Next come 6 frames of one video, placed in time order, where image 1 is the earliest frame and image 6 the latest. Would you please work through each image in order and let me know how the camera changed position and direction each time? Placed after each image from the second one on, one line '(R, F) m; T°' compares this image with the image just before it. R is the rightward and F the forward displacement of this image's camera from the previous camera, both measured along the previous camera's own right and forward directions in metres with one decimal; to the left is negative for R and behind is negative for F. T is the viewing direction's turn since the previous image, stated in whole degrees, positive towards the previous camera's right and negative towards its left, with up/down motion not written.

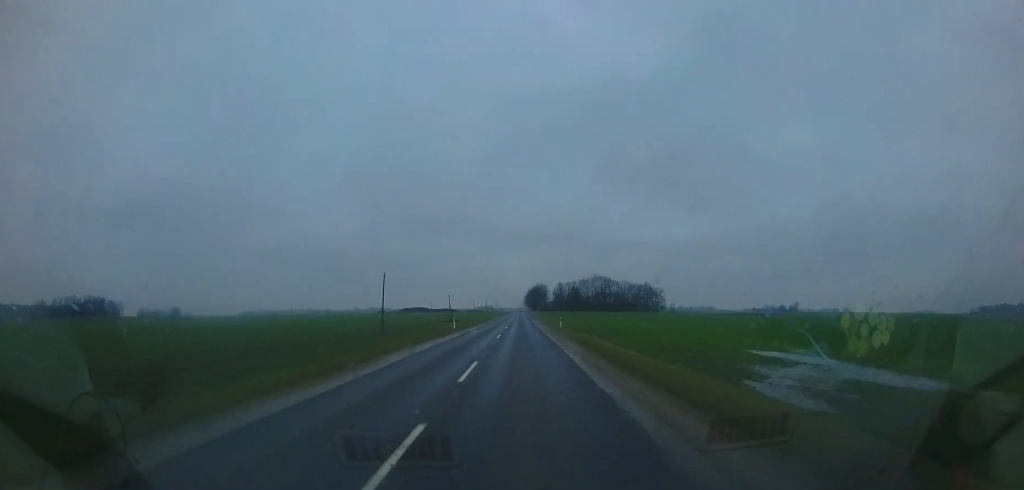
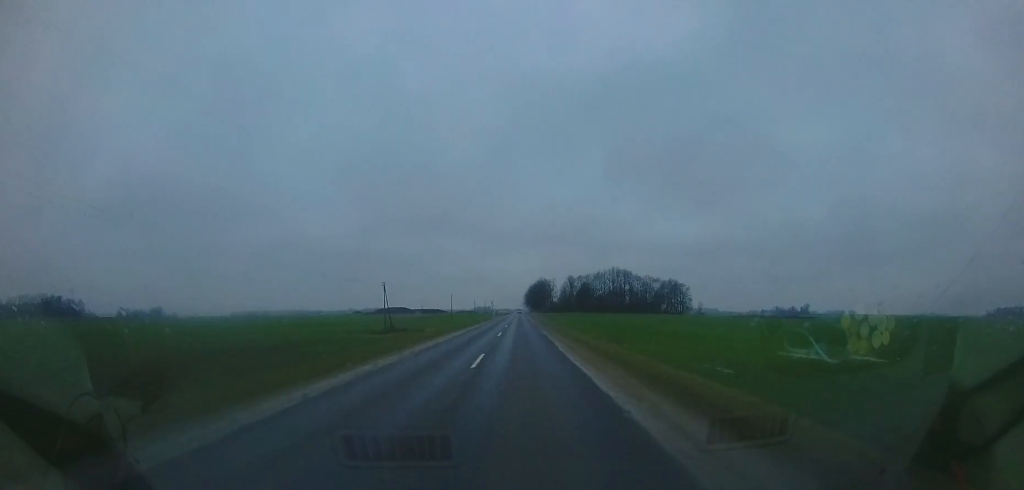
(+0.1, +46.8) m; 0°
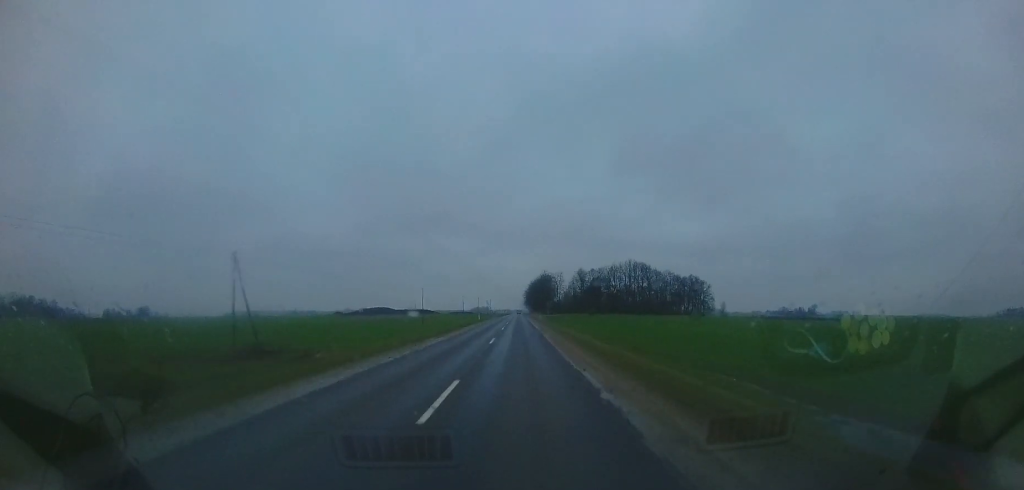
(+0.1, +29.0) m; 0°
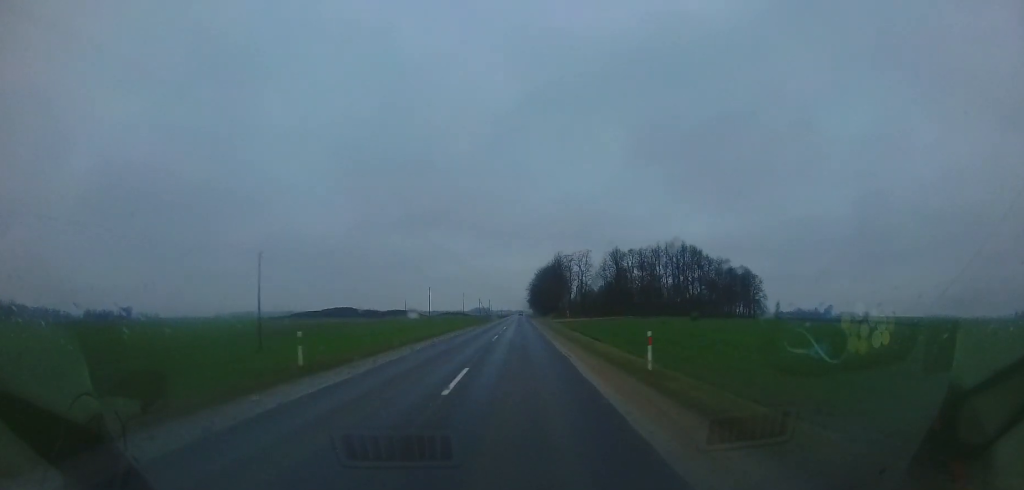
(+0.1, +46.6) m; 0°
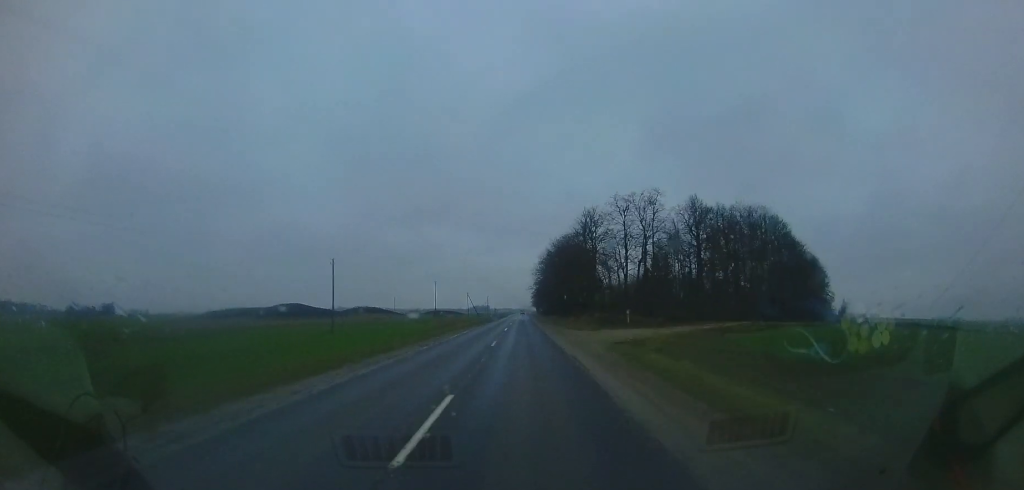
(-0.1, +39.4) m; 0°
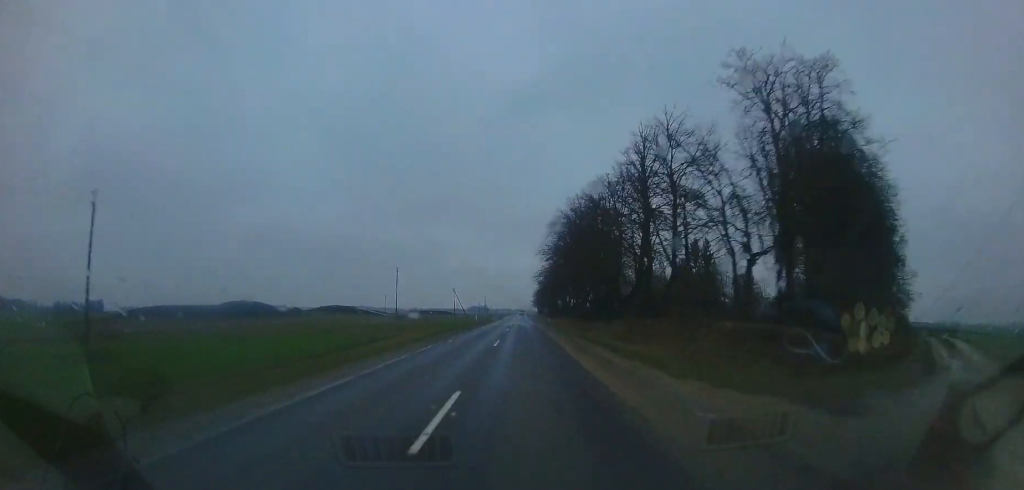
(+0.1, +23.7) m; 0°
